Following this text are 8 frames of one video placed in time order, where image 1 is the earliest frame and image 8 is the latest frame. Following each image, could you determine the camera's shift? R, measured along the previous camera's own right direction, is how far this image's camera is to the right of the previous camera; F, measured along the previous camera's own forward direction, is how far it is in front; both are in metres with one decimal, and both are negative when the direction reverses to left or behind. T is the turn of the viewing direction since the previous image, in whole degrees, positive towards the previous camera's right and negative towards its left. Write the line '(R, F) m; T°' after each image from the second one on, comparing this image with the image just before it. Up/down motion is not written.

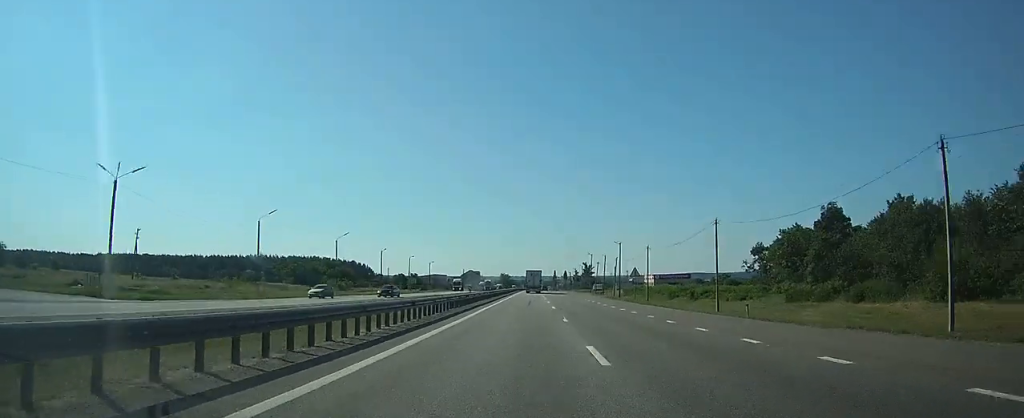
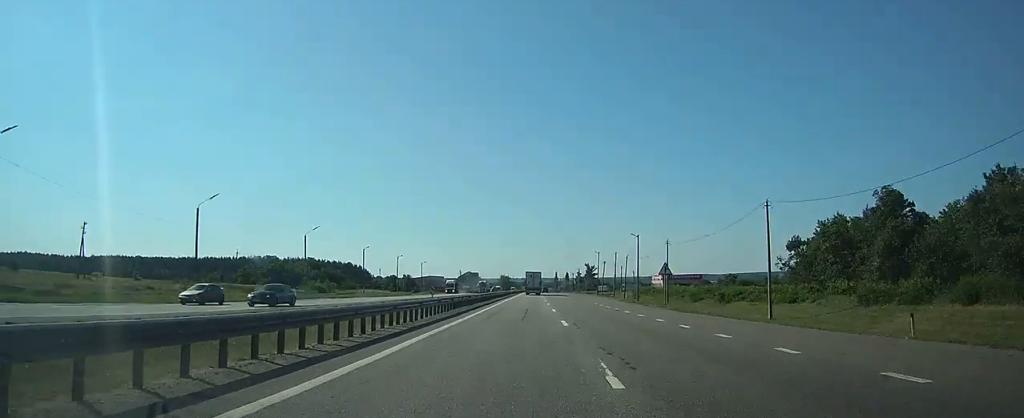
(-0.2, +13.1) m; -1°
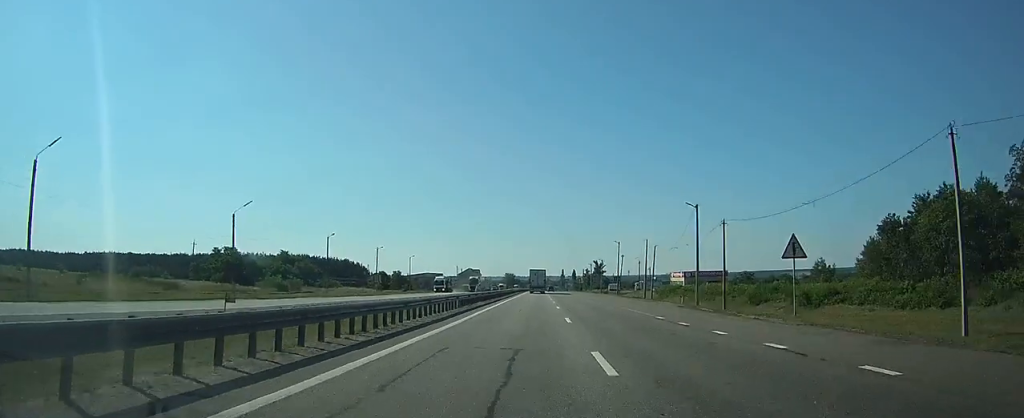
(-0.1, +21.2) m; 0°
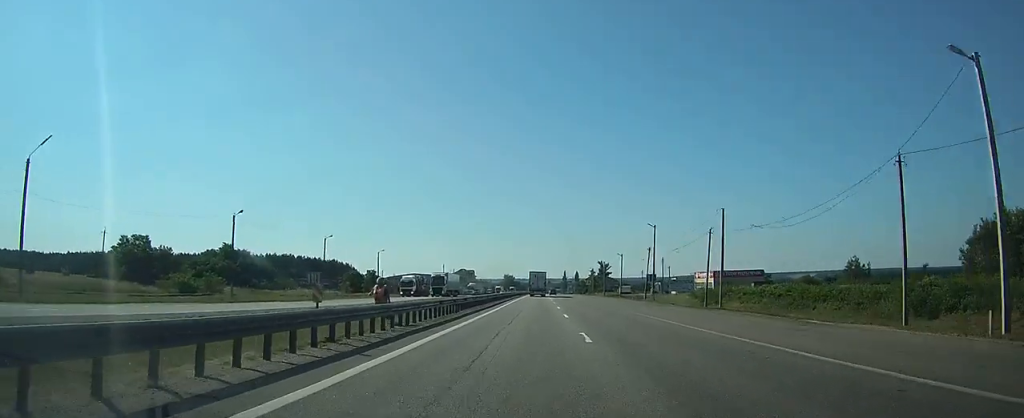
(0.0, +27.9) m; 0°
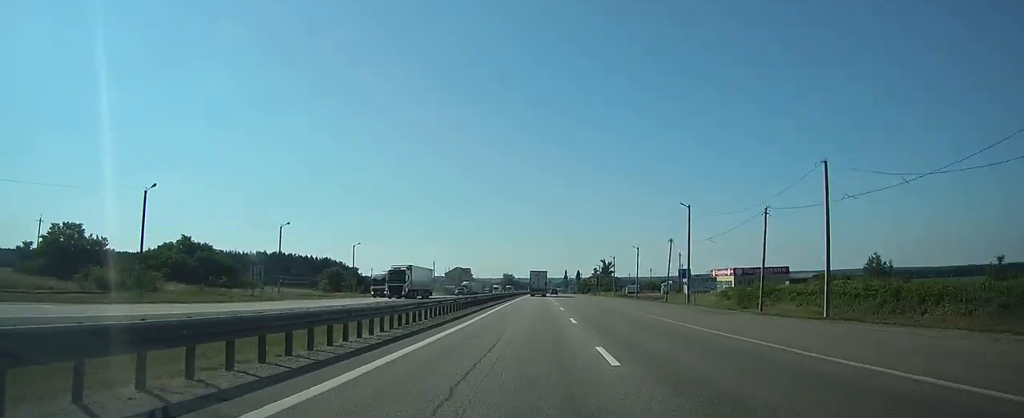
(0.0, +15.2) m; 0°
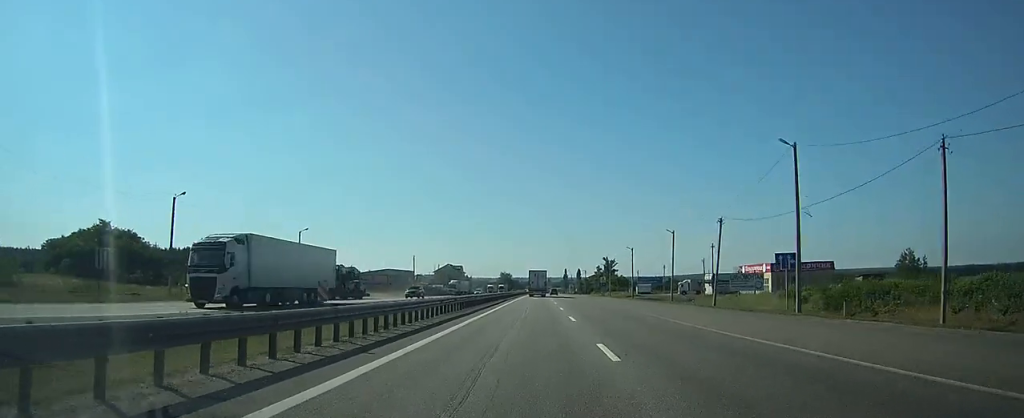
(0.0, +22.1) m; 0°
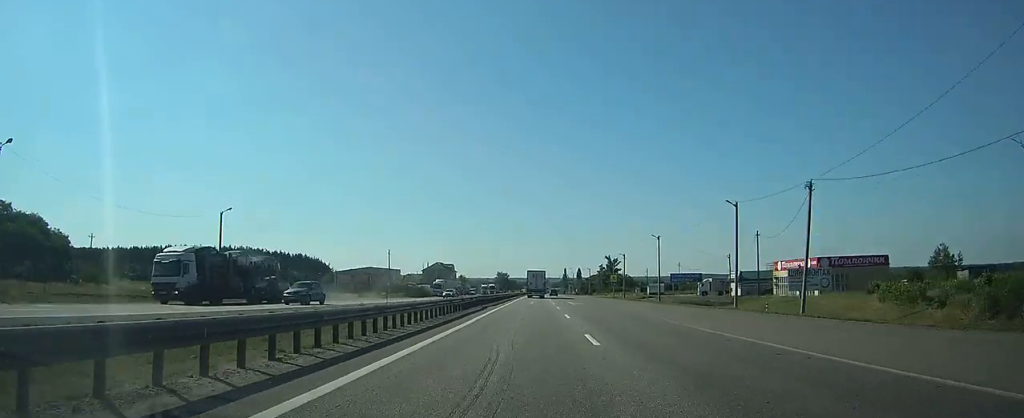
(0.0, +19.8) m; 0°
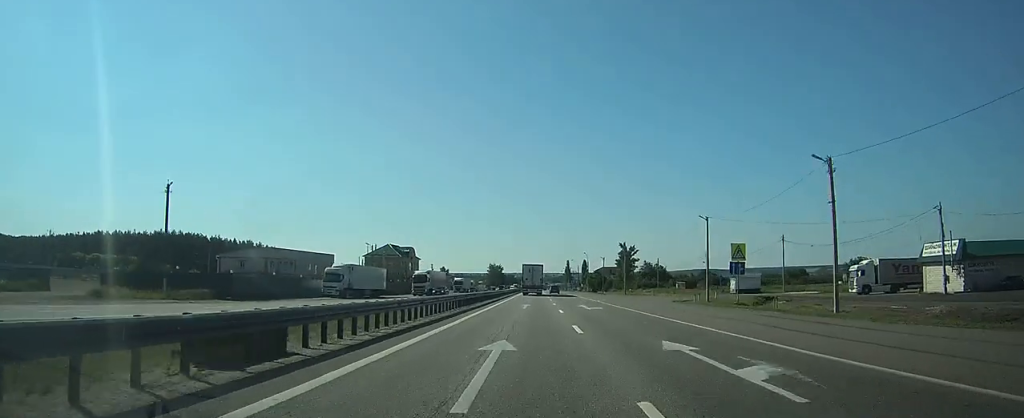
(-0.1, +65.3) m; 0°
